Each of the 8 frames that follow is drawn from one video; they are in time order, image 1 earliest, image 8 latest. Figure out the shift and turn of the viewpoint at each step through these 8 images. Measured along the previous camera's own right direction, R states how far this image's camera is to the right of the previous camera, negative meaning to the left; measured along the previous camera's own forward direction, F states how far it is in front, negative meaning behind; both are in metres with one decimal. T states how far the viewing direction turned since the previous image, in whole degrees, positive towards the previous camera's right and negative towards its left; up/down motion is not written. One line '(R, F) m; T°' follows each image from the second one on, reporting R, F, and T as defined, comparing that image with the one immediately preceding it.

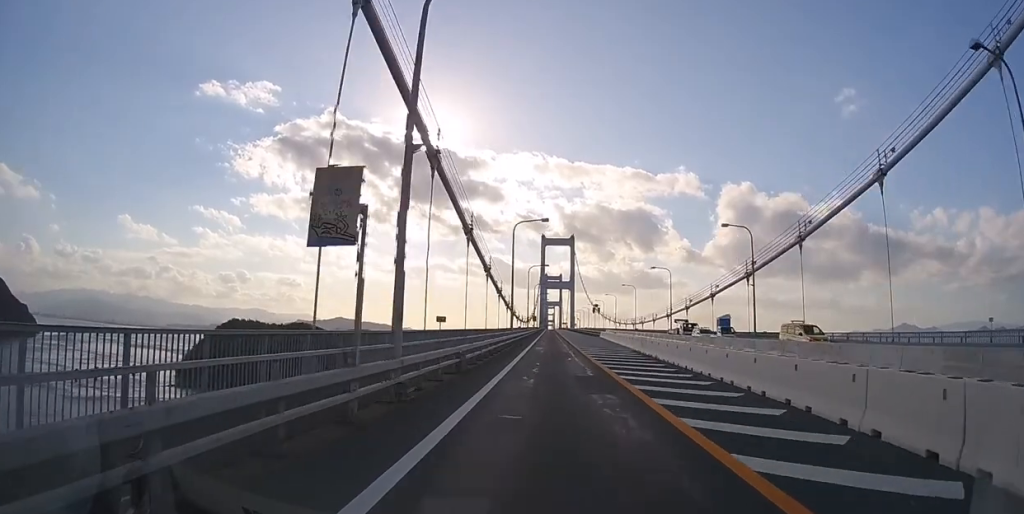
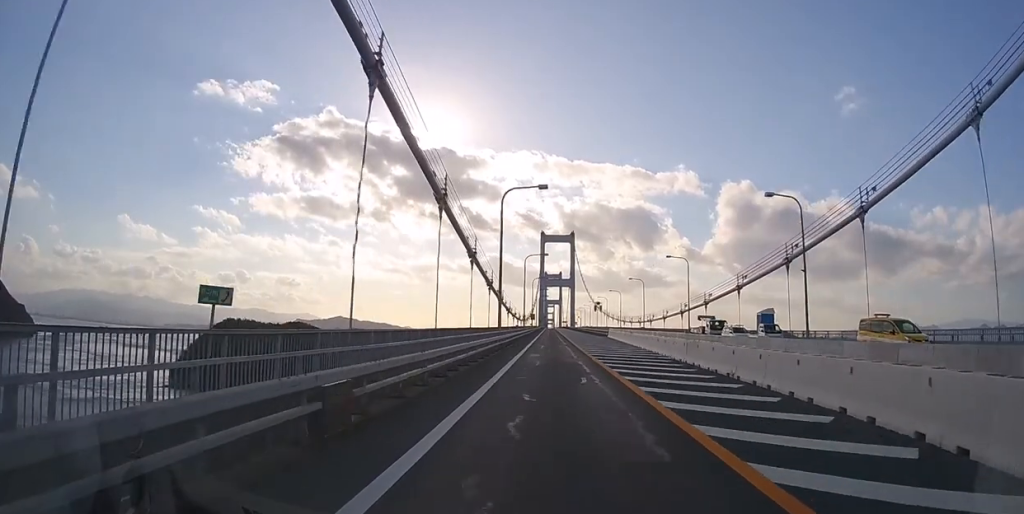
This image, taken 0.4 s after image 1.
(0.0, +9.1) m; 0°
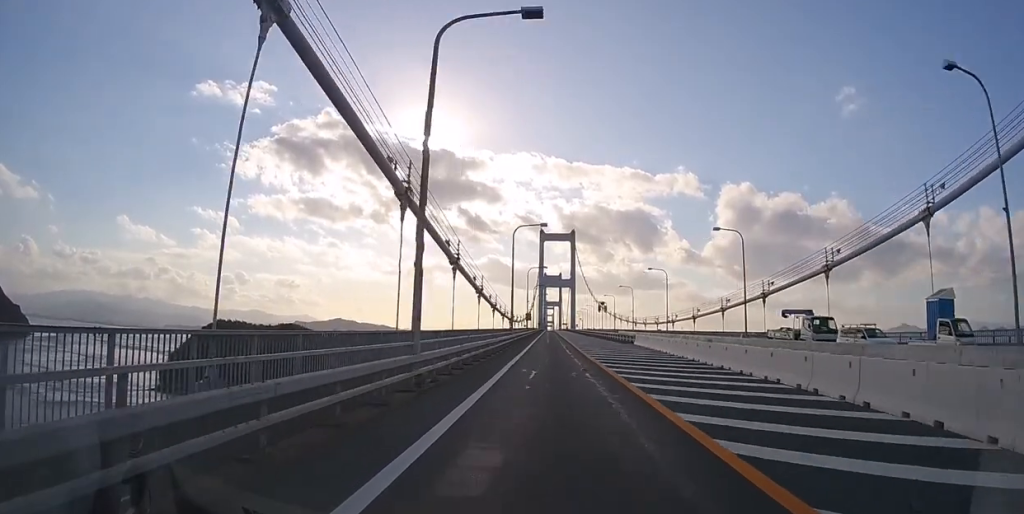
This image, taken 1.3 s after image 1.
(0.0, +18.2) m; 0°
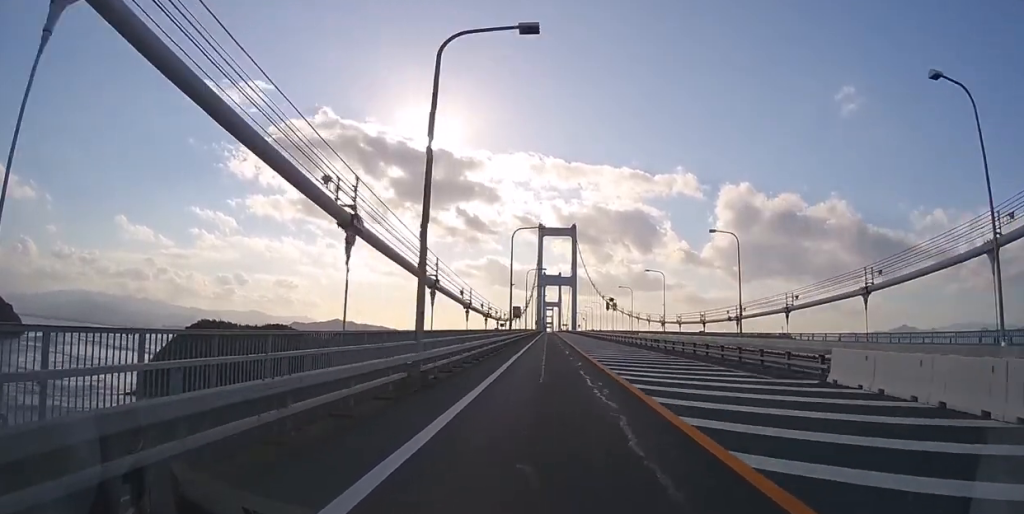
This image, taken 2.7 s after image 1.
(0.0, +29.5) m; 0°
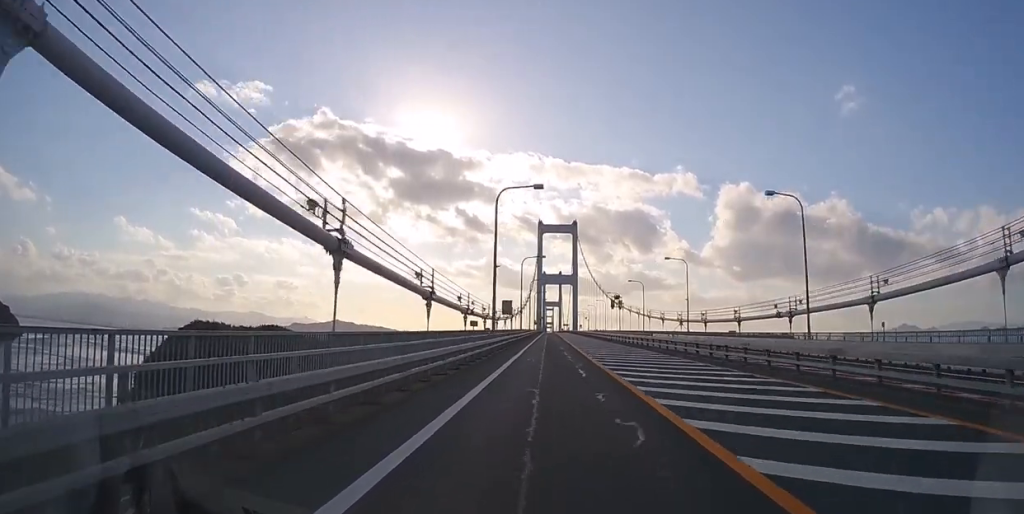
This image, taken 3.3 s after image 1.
(0.0, +12.0) m; 0°
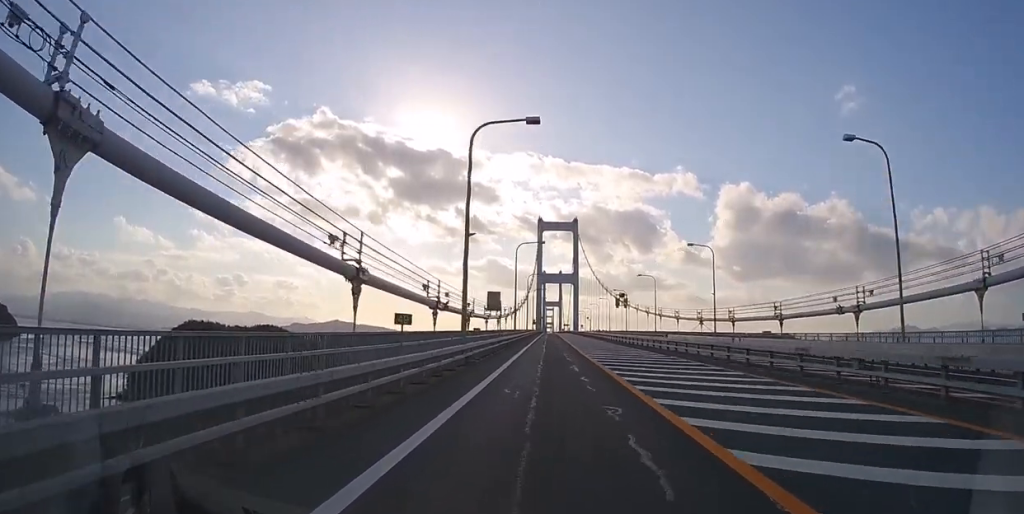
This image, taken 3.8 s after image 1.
(0.0, +10.6) m; 0°
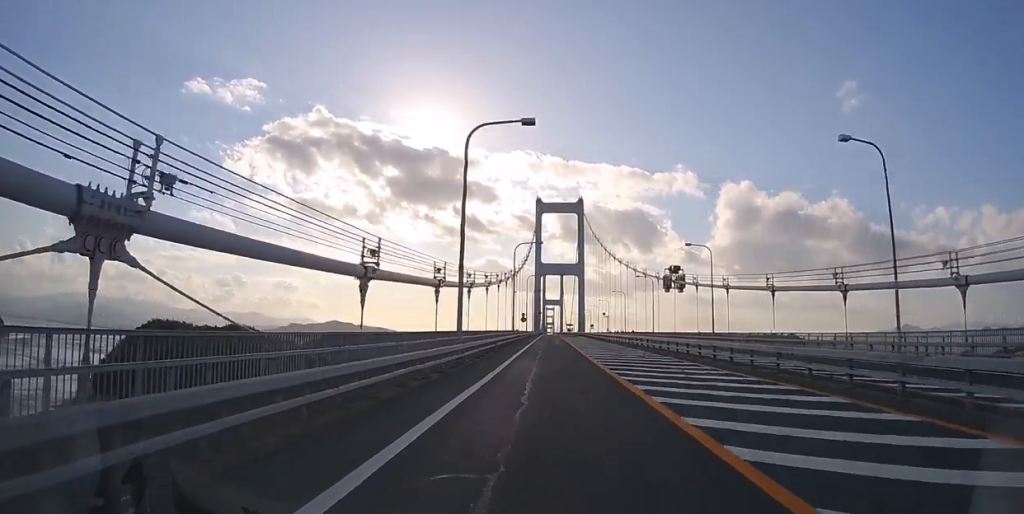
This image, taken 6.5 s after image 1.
(+0.1, +58.1) m; 0°
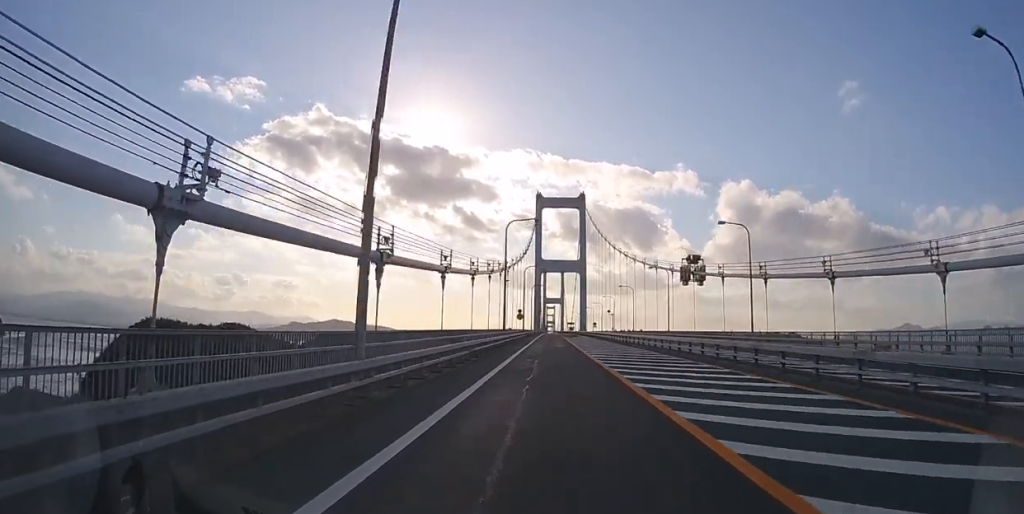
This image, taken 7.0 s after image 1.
(0.0, +10.0) m; 0°
